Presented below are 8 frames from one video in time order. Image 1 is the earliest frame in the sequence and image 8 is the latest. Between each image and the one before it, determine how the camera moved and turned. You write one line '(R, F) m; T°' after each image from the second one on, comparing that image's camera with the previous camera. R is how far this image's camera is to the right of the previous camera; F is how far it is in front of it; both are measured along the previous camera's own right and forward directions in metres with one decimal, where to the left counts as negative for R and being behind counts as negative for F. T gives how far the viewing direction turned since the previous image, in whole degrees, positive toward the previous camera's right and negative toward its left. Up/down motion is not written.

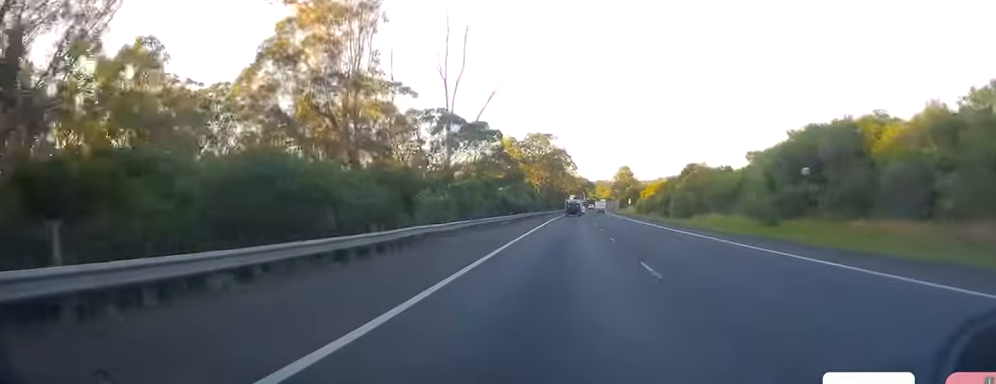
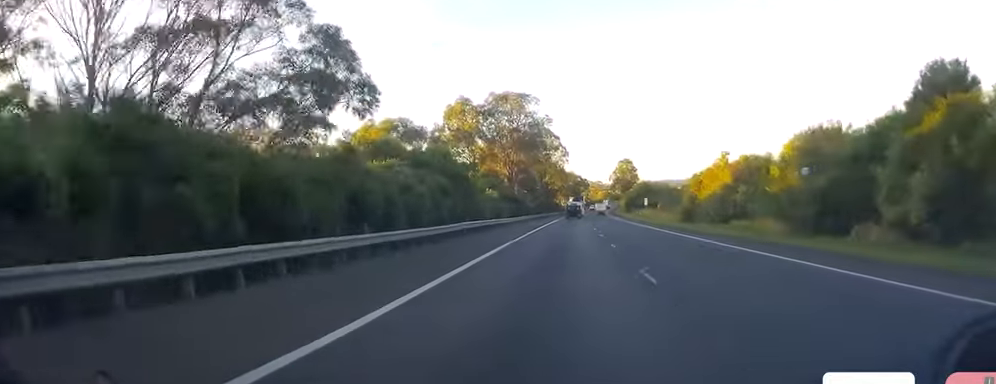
(+0.2, +61.0) m; +1°
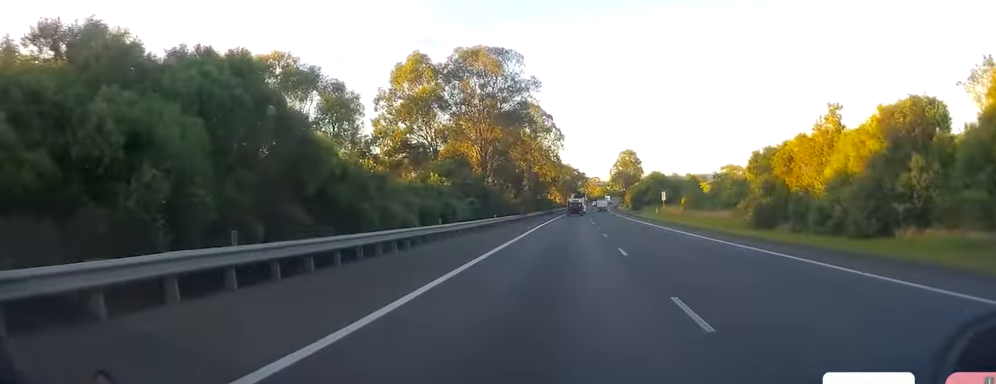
(+0.3, +28.6) m; 0°
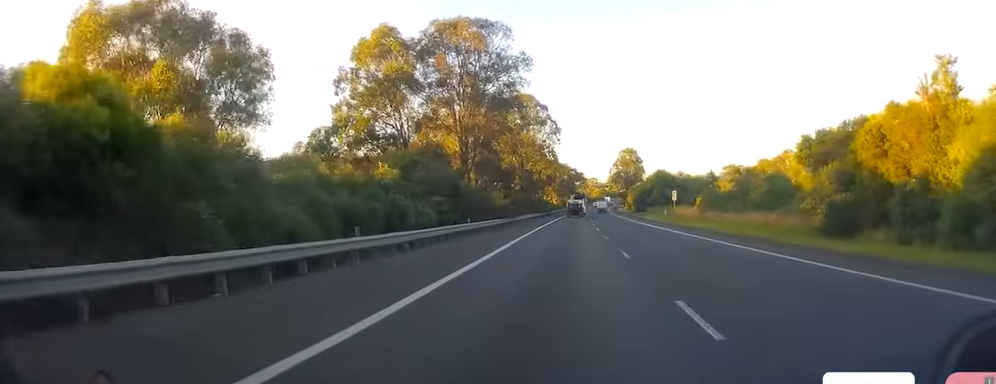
(-0.1, +12.3) m; 0°
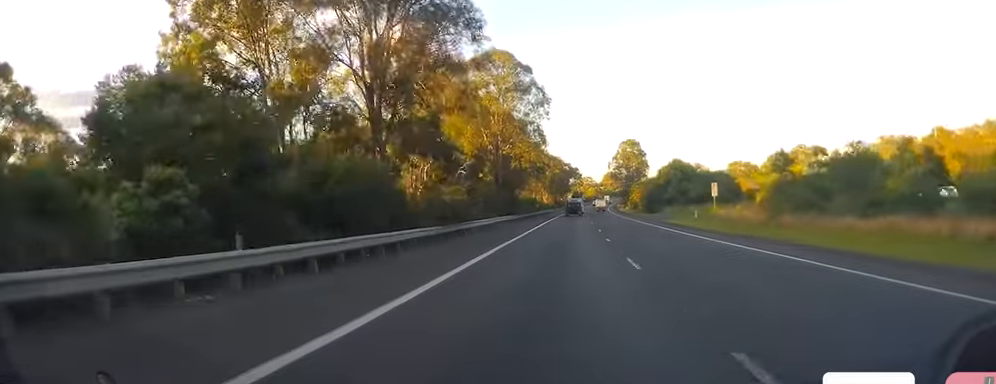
(-0.2, +27.5) m; 0°
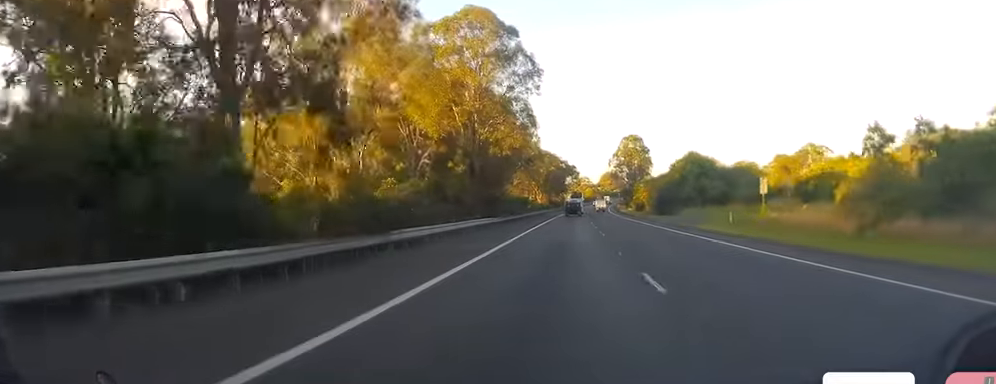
(0.0, +16.1) m; 0°
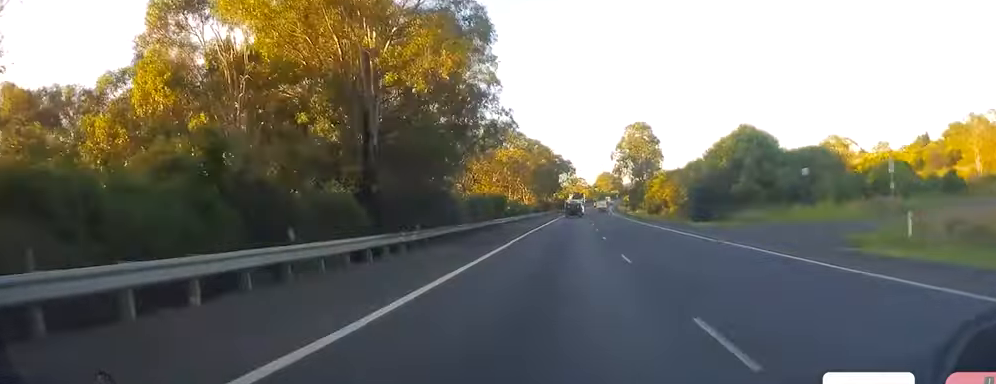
(0.0, +29.3) m; +2°
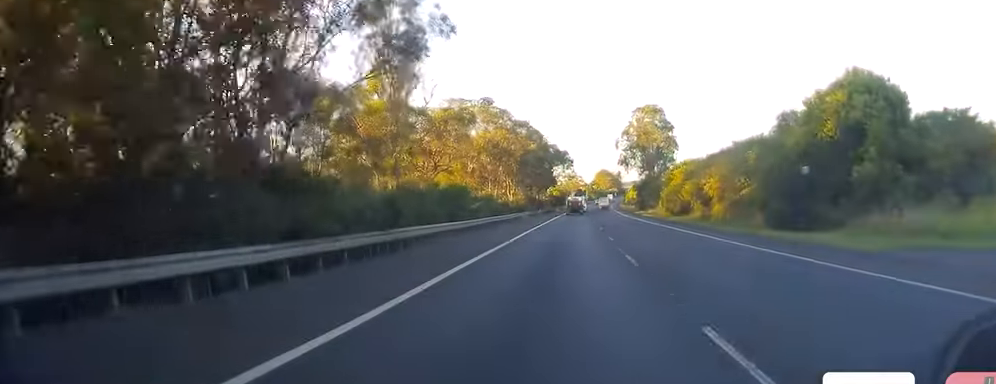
(+0.8, +24.5) m; 0°
